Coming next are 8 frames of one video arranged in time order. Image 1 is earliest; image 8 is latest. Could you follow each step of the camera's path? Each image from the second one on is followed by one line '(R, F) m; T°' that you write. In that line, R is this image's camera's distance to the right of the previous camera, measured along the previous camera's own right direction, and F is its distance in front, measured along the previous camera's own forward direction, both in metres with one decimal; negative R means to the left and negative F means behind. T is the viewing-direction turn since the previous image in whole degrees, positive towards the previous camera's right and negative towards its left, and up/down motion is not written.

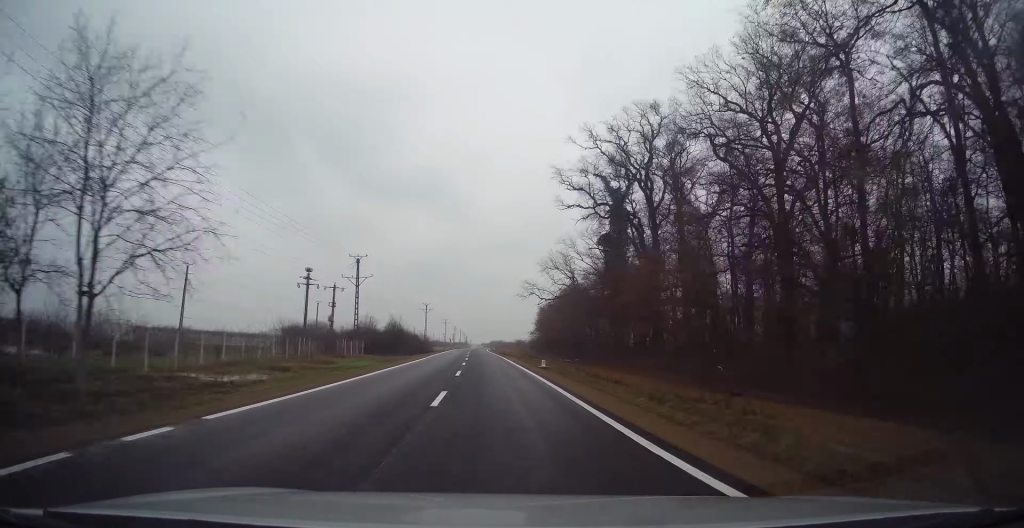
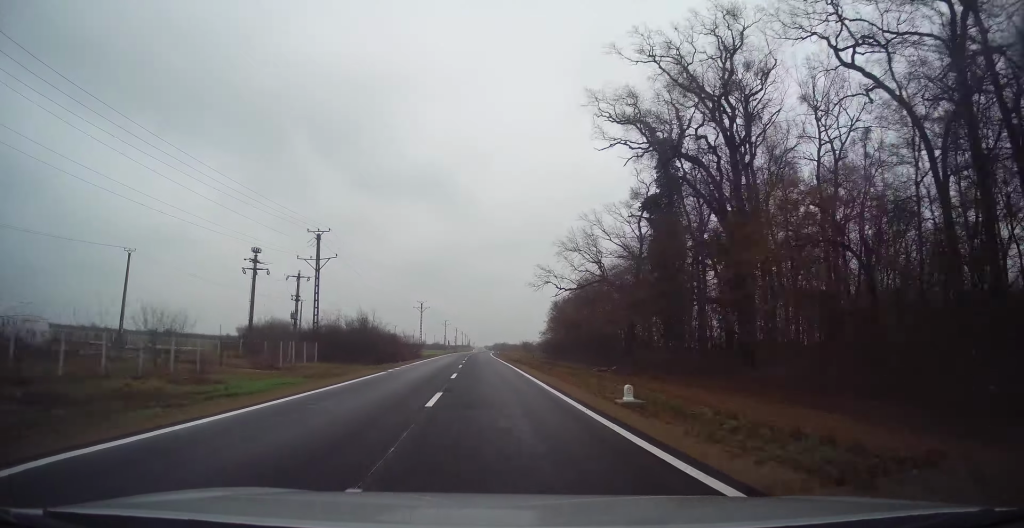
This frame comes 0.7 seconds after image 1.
(0.0, +17.9) m; -1°
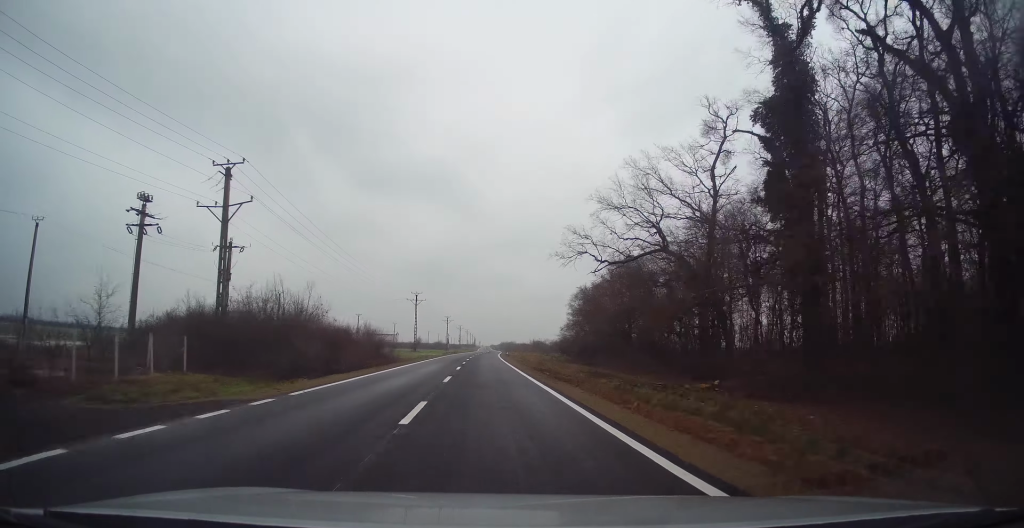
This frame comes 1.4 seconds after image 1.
(-0.4, +20.7) m; -1°
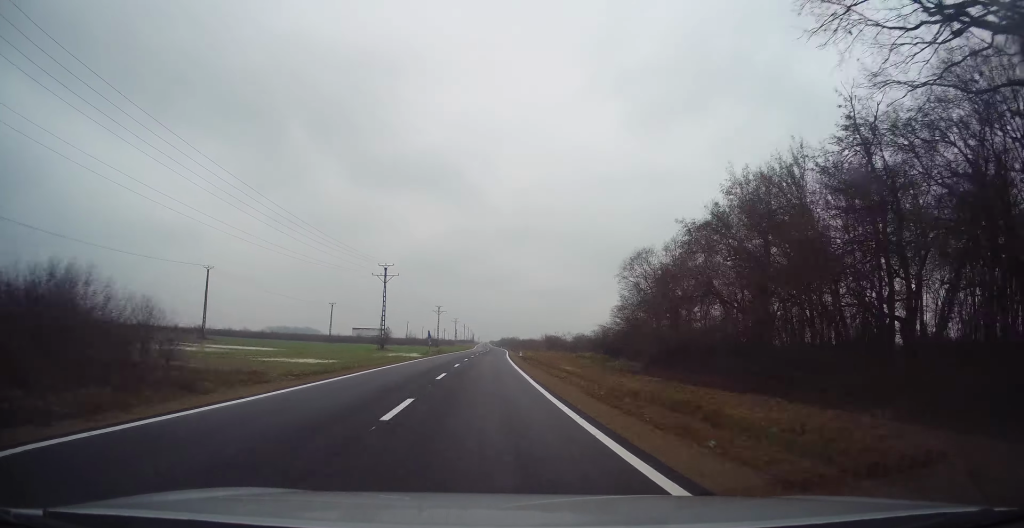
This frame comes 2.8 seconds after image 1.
(+0.1, +35.7) m; +1°
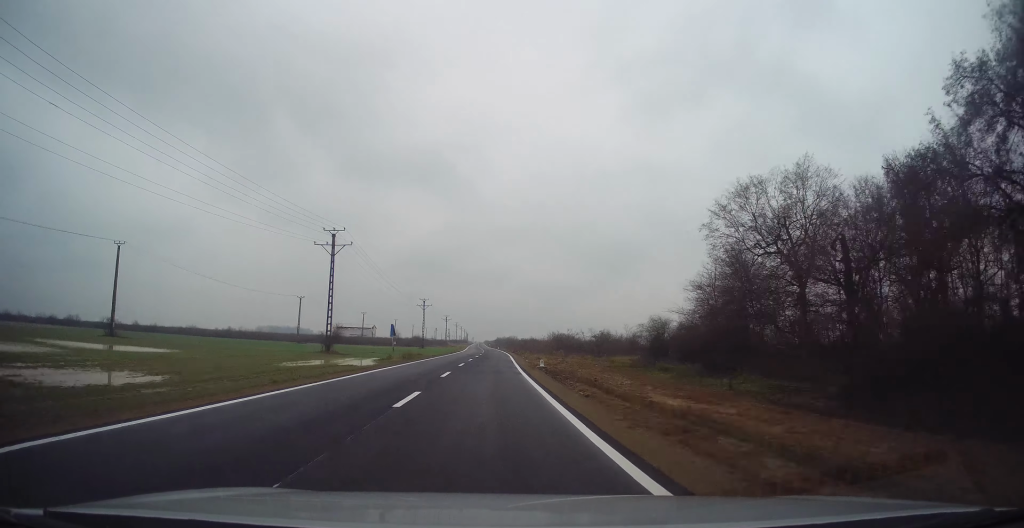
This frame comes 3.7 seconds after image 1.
(+0.4, +25.5) m; +1°
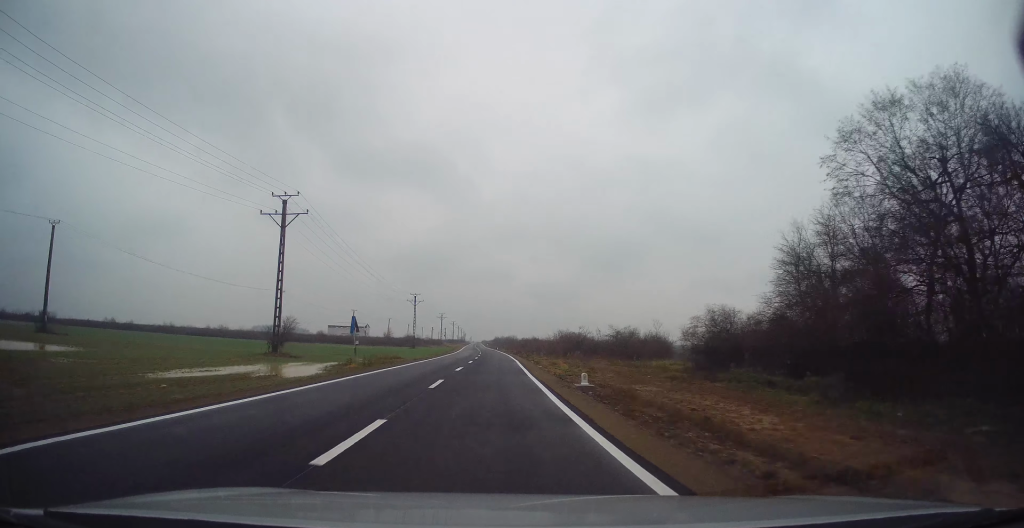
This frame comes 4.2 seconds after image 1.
(0.0, +13.1) m; 0°
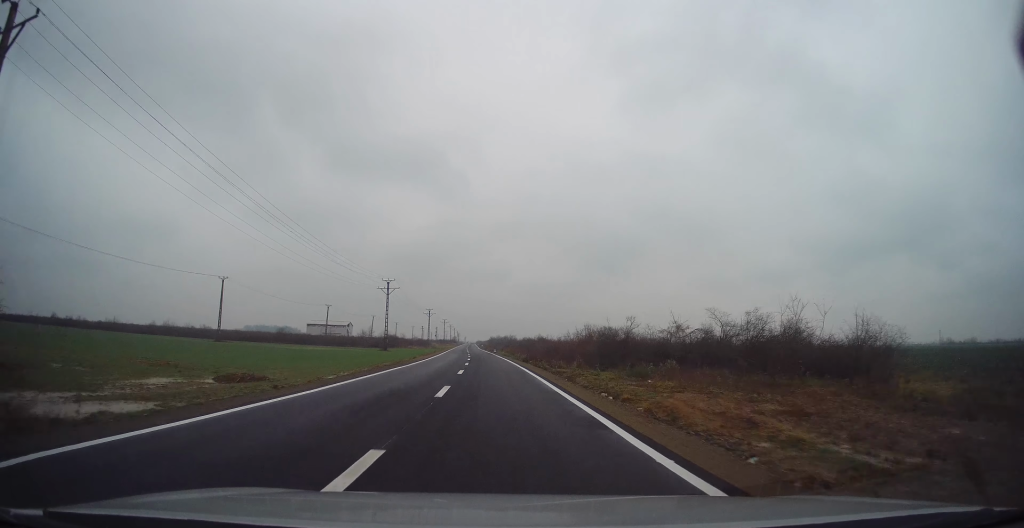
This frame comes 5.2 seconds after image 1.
(0.0, +29.0) m; -1°
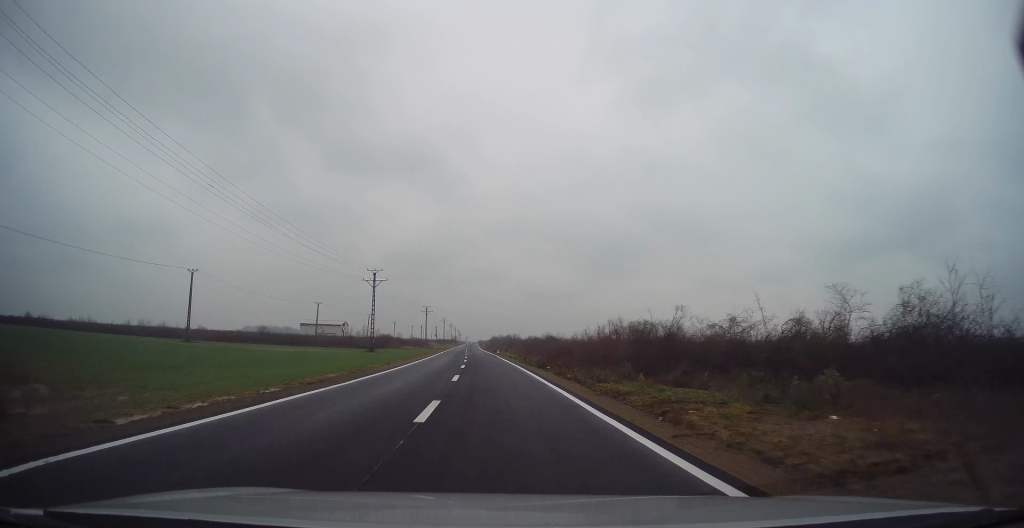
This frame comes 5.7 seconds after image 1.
(0.0, +13.4) m; 0°
